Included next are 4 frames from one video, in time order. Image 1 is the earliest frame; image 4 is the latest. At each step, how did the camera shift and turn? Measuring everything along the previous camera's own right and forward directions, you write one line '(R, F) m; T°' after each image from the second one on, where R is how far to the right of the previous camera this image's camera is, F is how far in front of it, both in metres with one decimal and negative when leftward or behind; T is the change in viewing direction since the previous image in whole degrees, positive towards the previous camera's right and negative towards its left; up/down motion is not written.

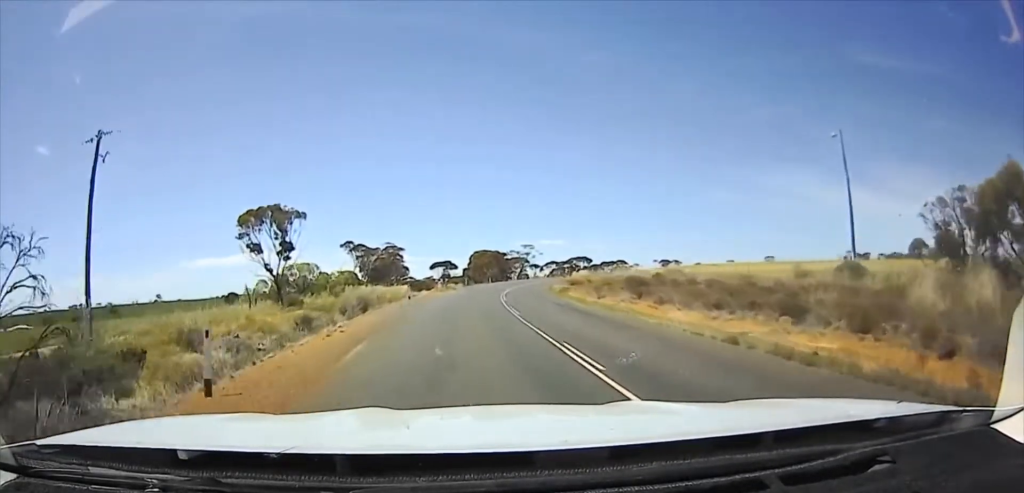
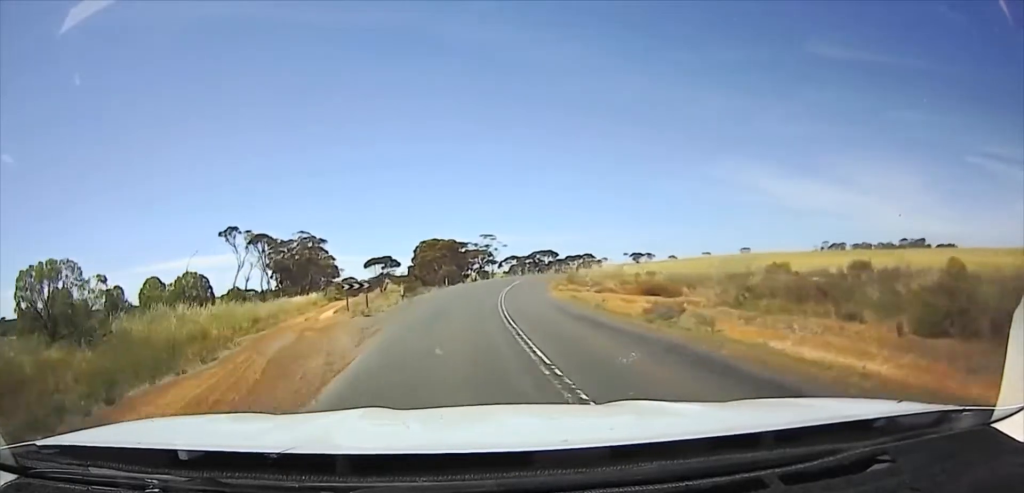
(-0.1, +42.8) m; 0°
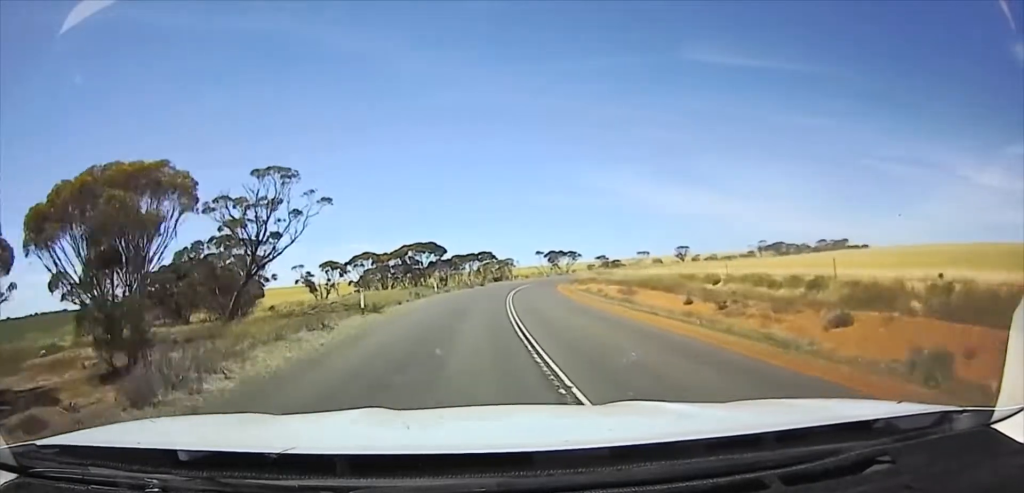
(+1.3, +124.0) m; +1°
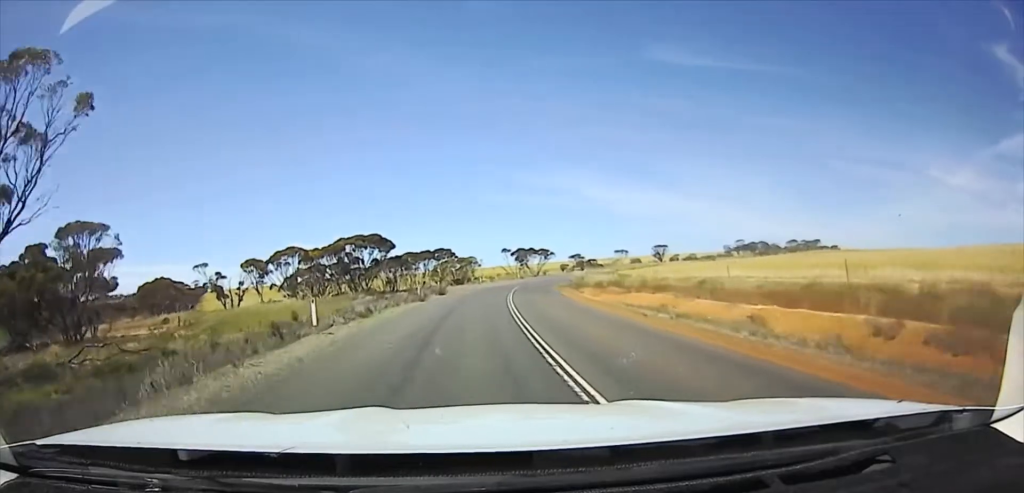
(+0.1, +31.1) m; +1°
